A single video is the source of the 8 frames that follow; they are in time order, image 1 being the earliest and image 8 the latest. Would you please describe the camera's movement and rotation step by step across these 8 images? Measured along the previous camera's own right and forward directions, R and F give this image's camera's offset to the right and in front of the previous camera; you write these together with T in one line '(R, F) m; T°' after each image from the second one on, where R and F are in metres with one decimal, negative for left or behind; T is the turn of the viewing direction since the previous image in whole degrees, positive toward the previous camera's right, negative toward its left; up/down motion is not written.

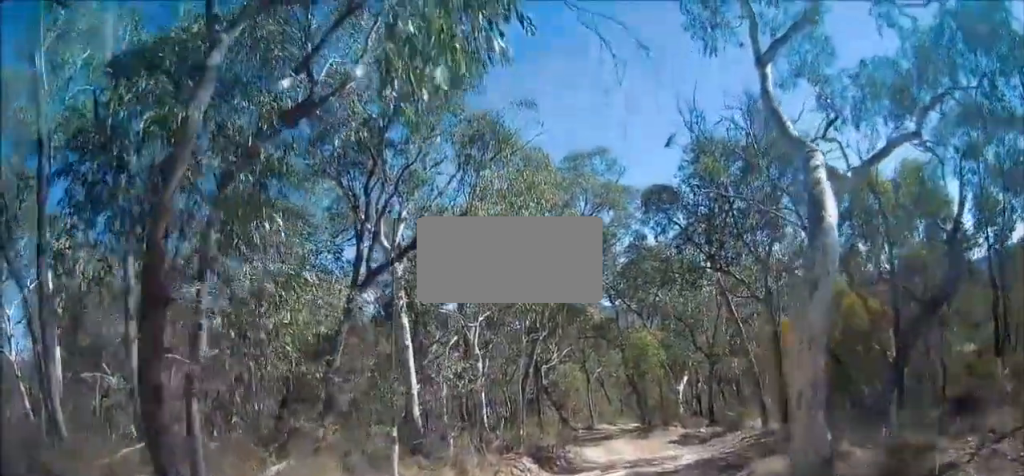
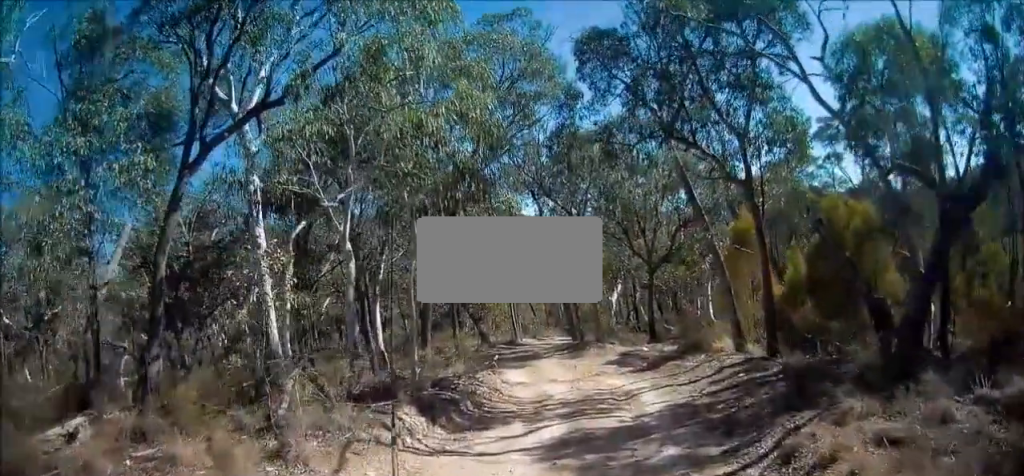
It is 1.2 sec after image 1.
(+0.1, +4.8) m; +5°
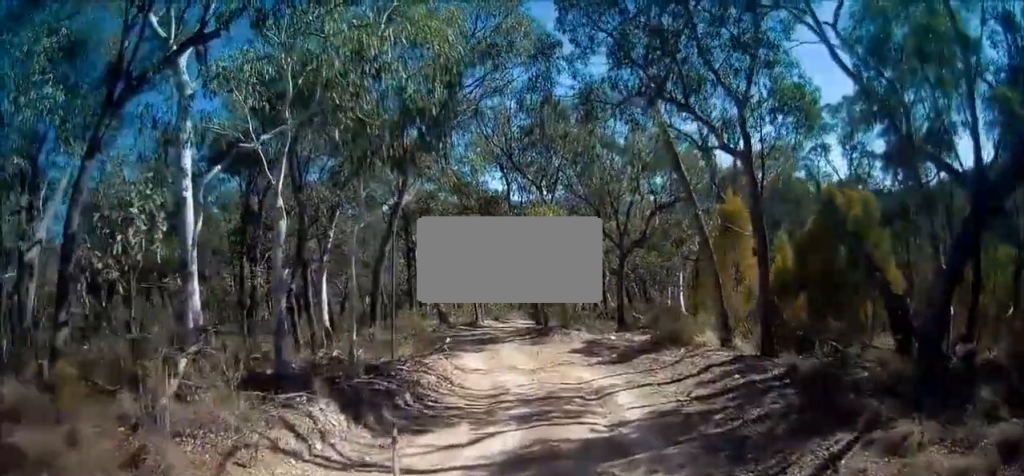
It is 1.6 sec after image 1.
(+0.1, +1.8) m; +2°
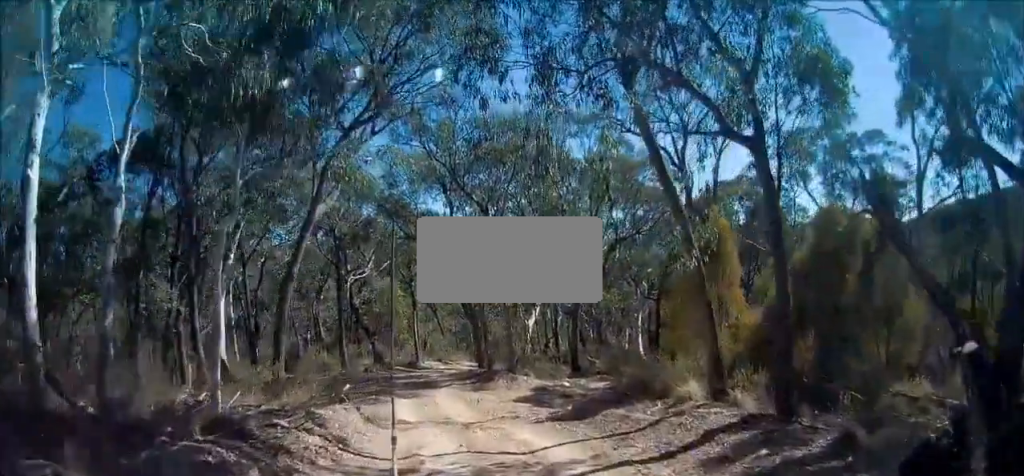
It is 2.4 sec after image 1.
(0.0, +3.3) m; +1°
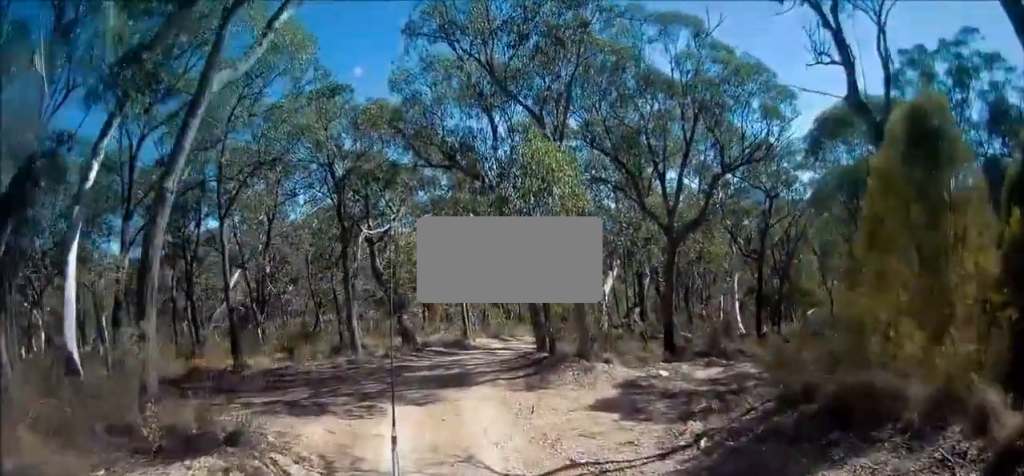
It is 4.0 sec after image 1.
(0.0, +7.3) m; -1°
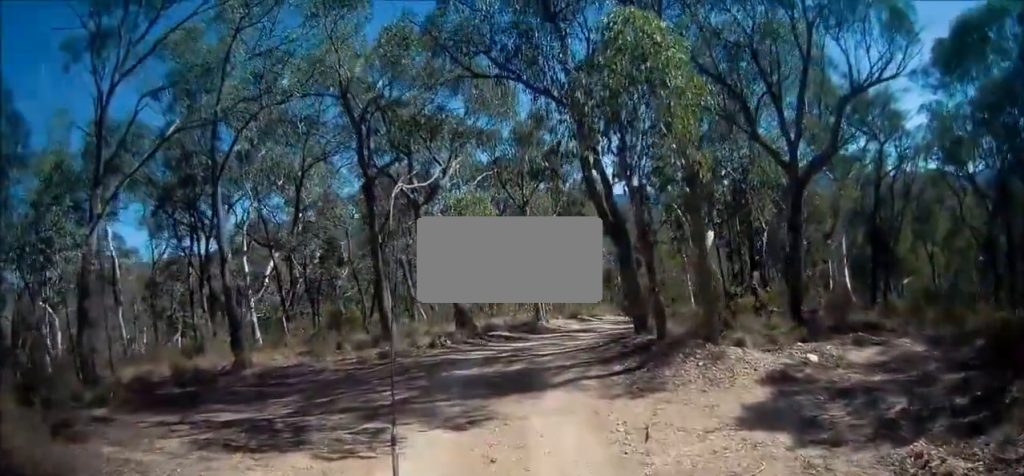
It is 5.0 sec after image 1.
(-0.1, +4.7) m; -4°
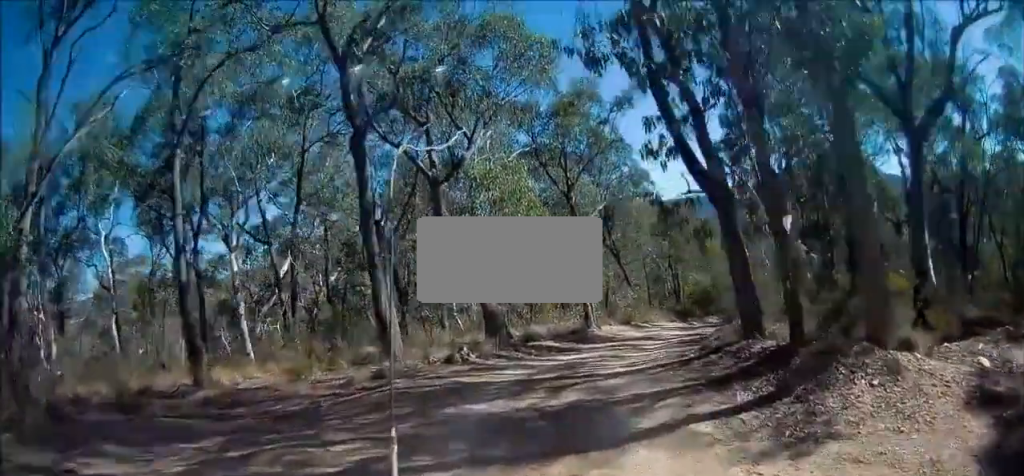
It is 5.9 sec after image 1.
(-0.1, +3.9) m; -4°
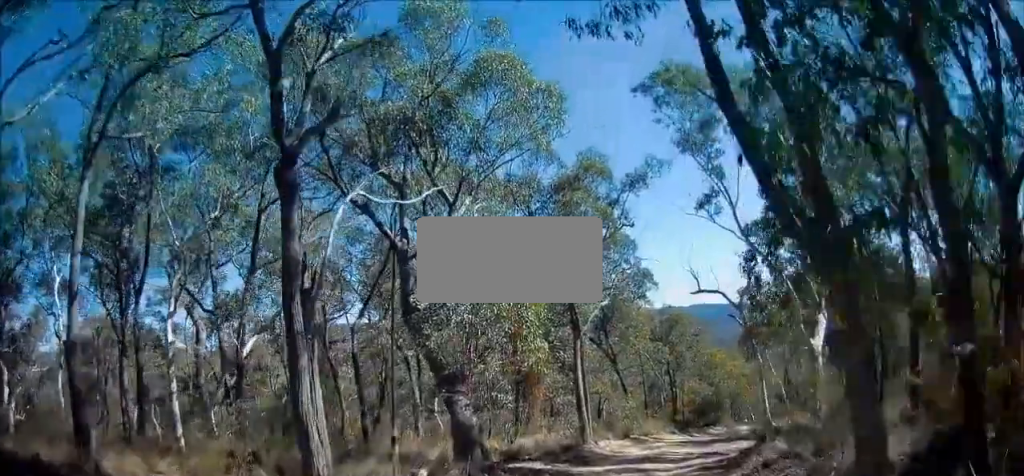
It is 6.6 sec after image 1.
(-0.2, +3.3) m; +2°
